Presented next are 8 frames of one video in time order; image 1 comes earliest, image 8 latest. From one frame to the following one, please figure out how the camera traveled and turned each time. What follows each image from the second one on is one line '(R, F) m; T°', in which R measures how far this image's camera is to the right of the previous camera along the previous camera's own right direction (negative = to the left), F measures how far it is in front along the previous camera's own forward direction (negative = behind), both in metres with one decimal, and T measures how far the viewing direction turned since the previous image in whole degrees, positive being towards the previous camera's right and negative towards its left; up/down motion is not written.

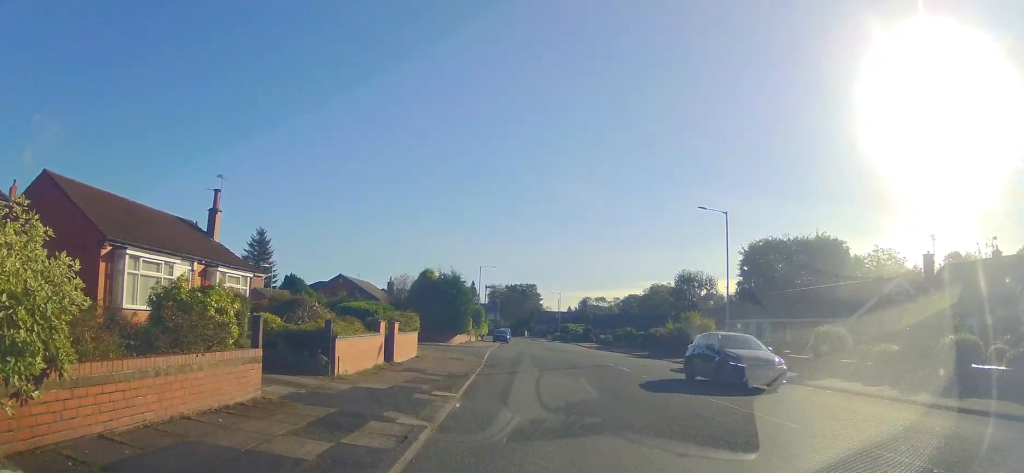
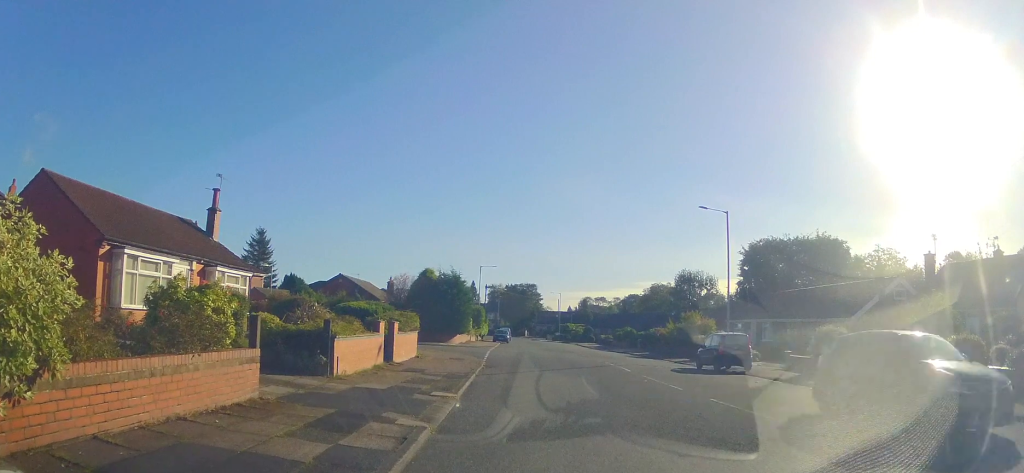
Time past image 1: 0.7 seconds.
(0.0, 0.0) m; 0°
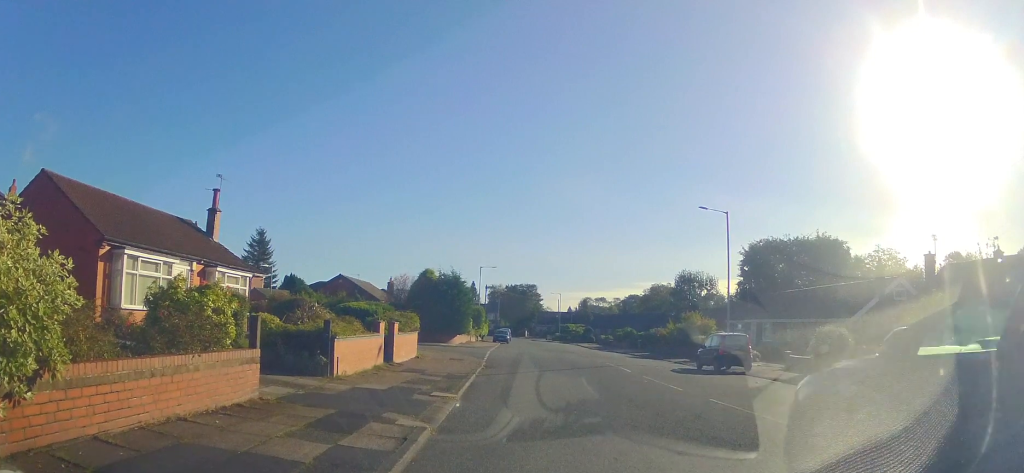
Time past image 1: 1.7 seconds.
(0.0, 0.0) m; 0°
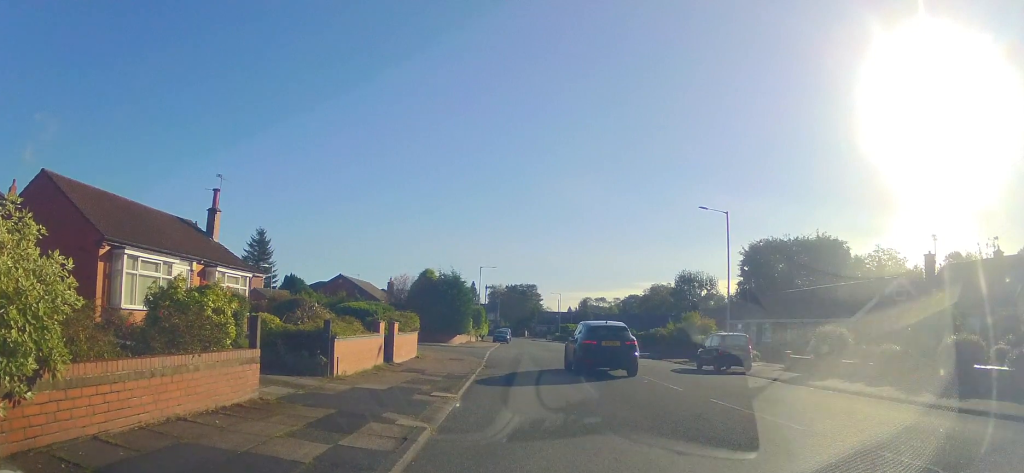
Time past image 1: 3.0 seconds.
(0.0, 0.0) m; 0°
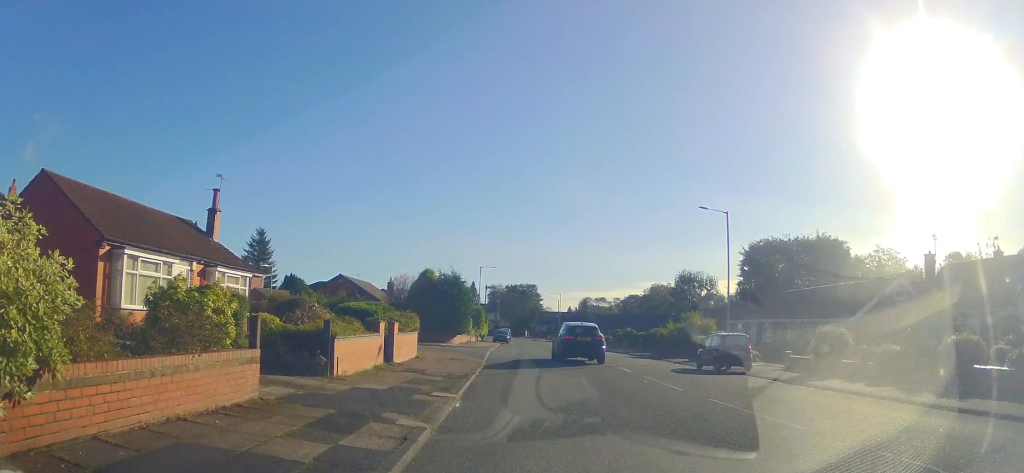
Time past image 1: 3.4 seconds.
(0.0, 0.0) m; 0°
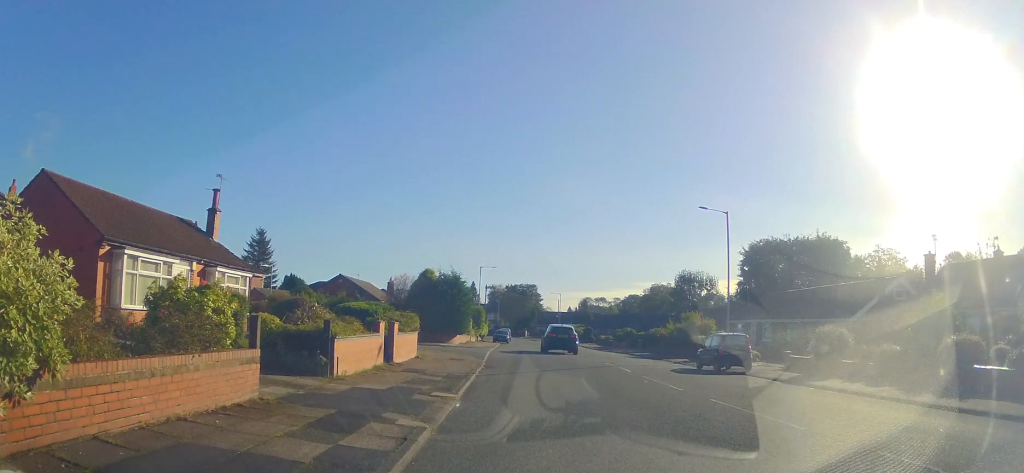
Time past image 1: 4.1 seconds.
(0.0, 0.0) m; 0°
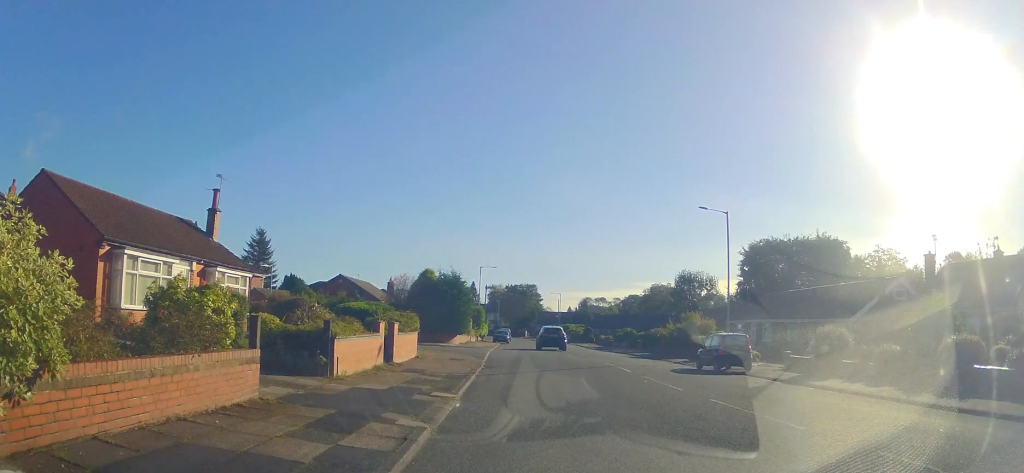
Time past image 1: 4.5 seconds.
(0.0, 0.0) m; 0°
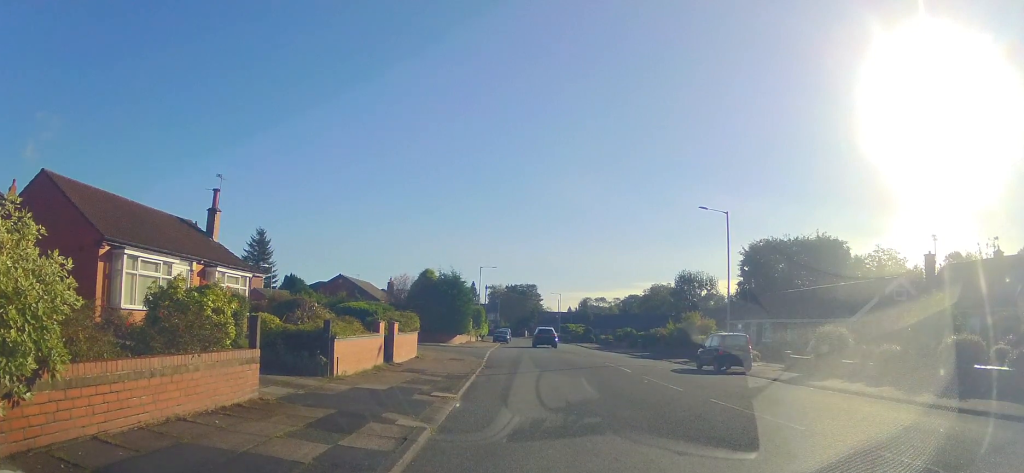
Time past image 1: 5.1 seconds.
(0.0, 0.0) m; 0°
